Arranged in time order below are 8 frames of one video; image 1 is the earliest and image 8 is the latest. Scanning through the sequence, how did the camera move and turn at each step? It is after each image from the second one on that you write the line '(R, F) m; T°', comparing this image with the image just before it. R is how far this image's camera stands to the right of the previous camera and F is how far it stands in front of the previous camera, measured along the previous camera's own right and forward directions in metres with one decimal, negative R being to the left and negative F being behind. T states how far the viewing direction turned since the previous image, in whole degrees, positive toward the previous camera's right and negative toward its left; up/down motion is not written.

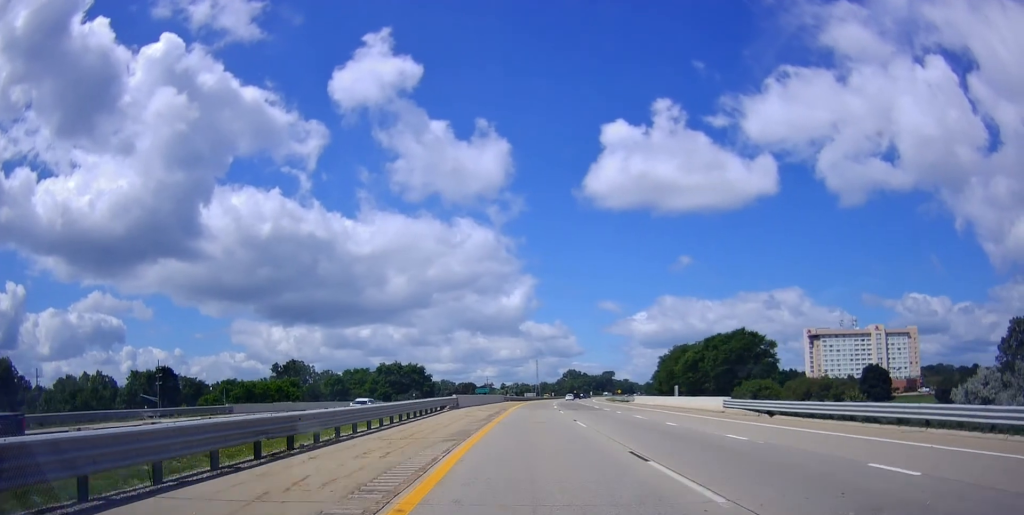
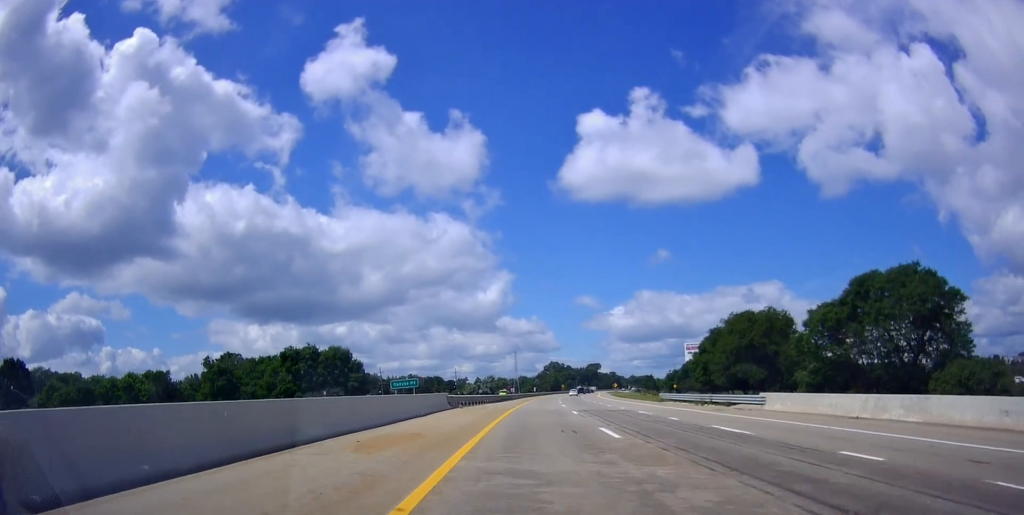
(+1.5, +52.2) m; +1°
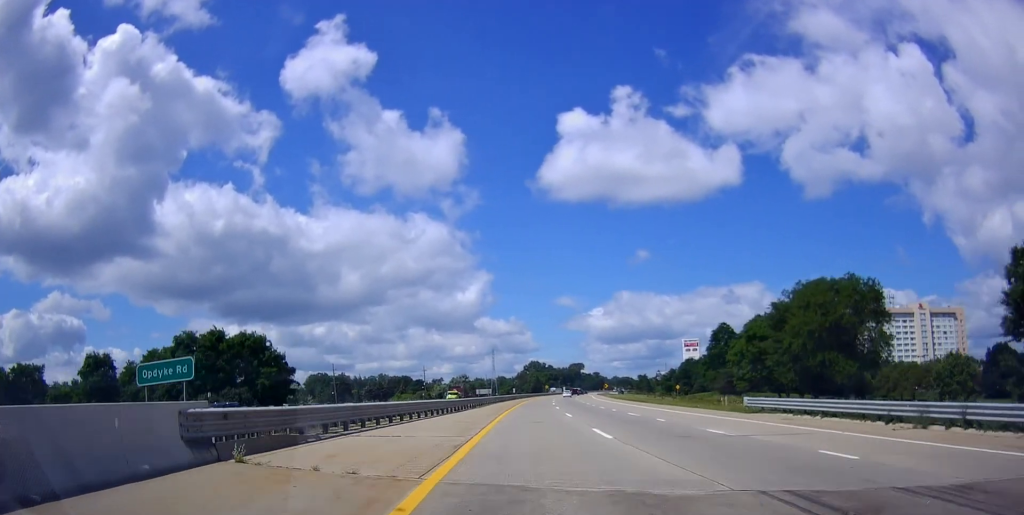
(0.0, +30.0) m; 0°
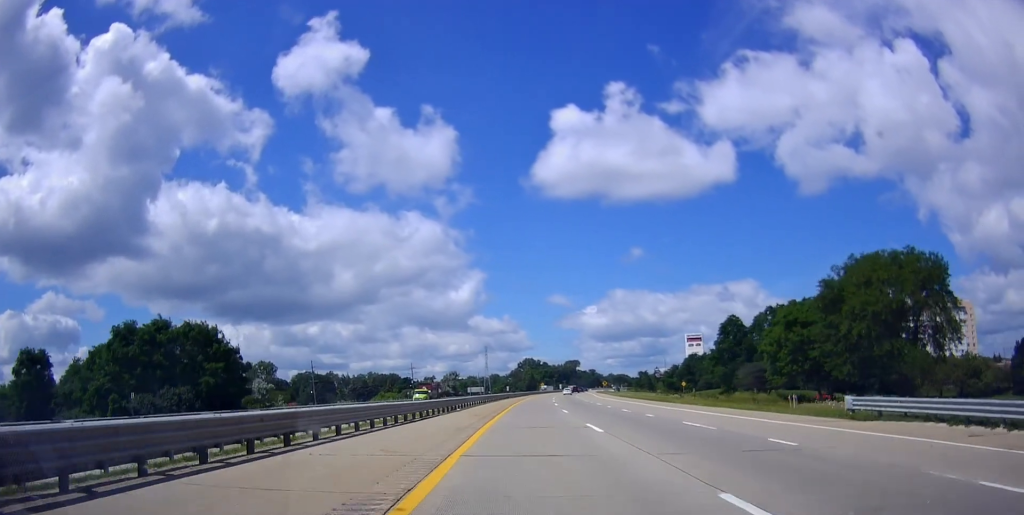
(0.0, +13.0) m; 0°
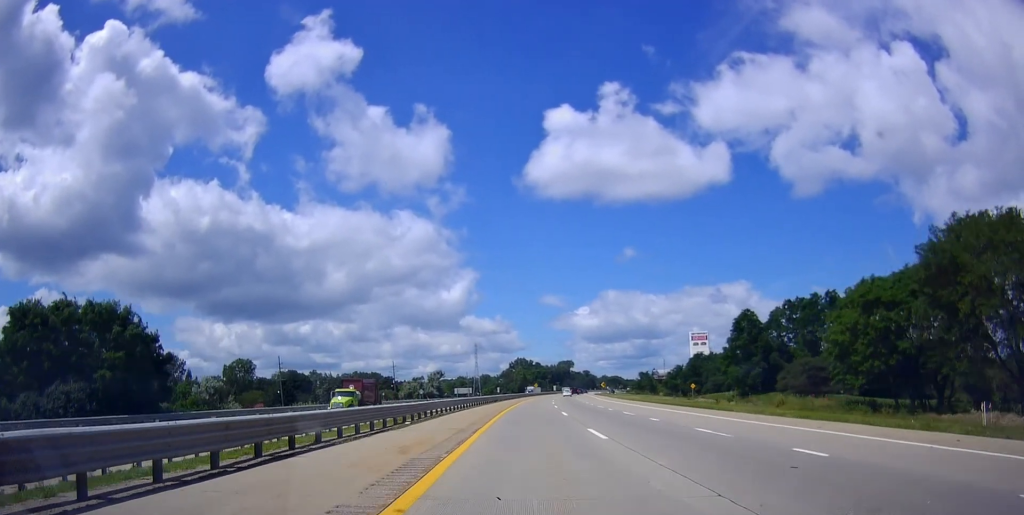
(-0.1, +17.0) m; +1°
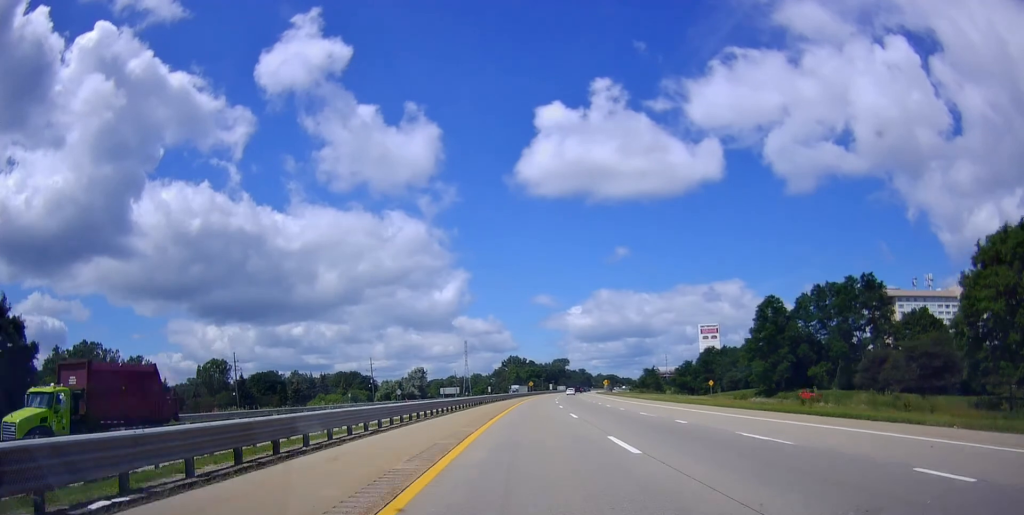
(+0.2, +19.9) m; +1°
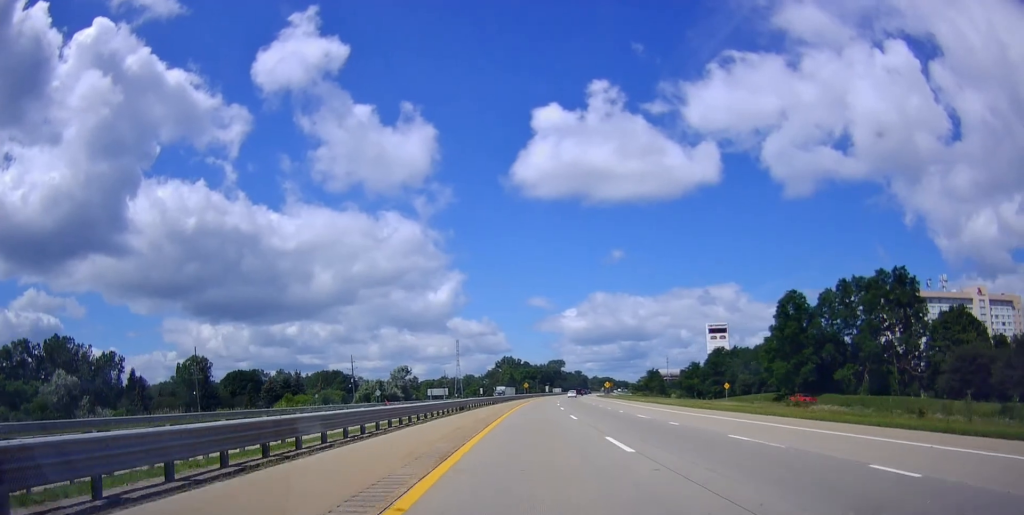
(0.0, +13.9) m; +1°
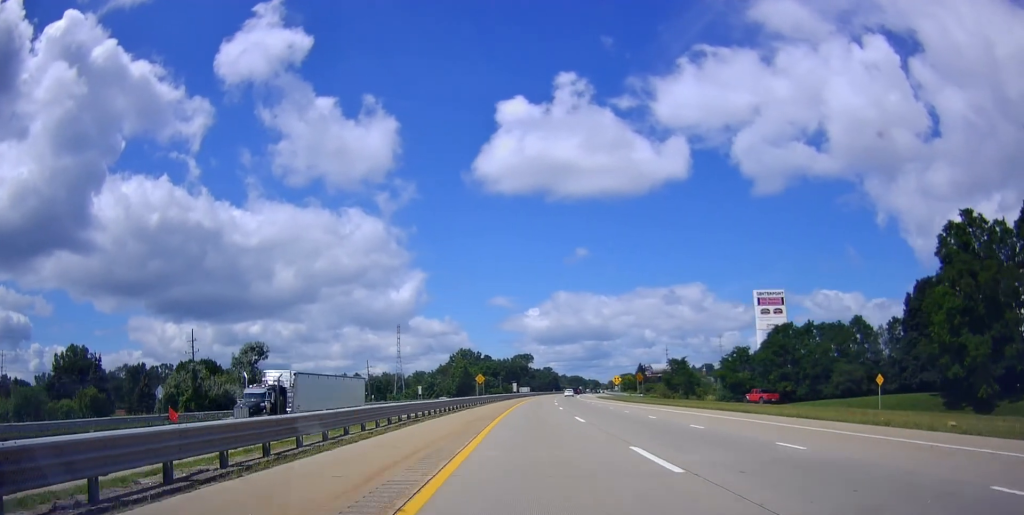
(+1.7, +64.5) m; +4°
